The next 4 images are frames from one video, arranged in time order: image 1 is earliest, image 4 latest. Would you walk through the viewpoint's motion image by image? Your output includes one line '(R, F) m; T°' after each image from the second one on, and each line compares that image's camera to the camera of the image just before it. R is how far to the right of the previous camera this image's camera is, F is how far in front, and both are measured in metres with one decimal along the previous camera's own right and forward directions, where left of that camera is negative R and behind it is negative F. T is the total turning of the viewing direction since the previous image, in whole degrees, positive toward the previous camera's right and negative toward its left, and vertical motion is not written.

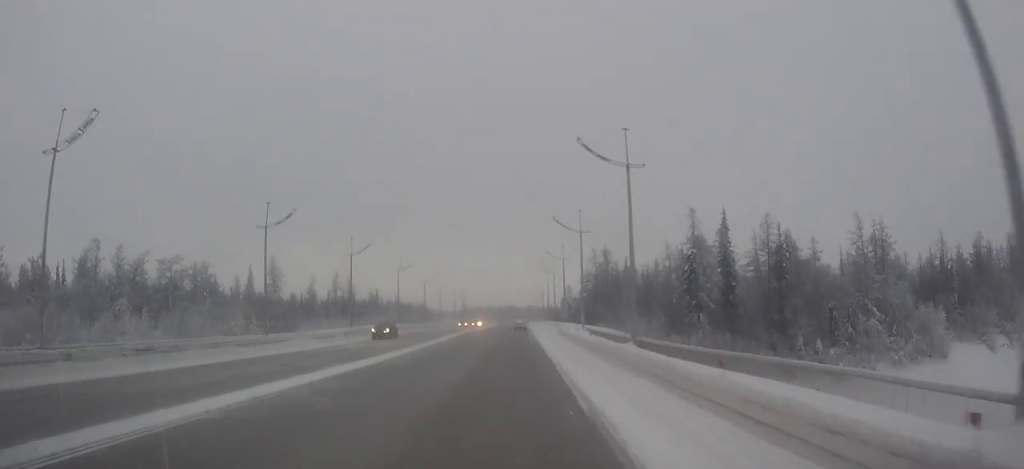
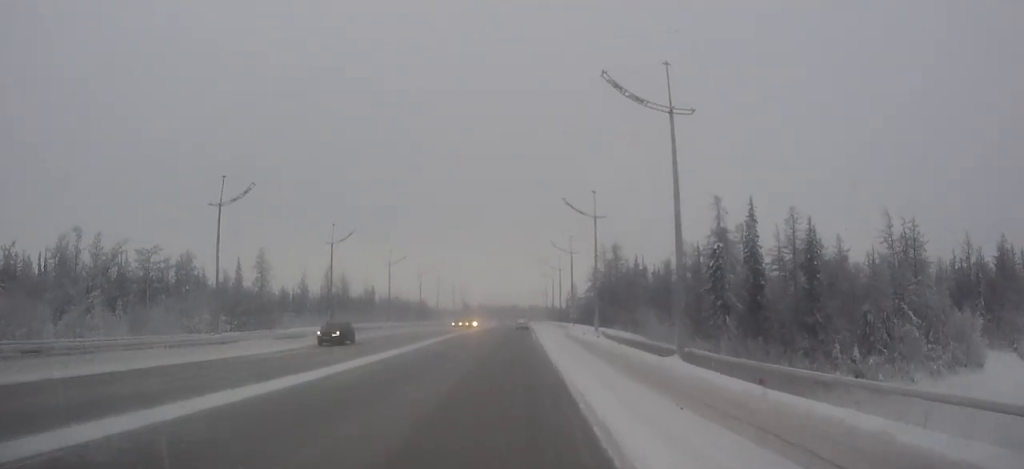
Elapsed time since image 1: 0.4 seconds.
(0.0, +8.4) m; 0°
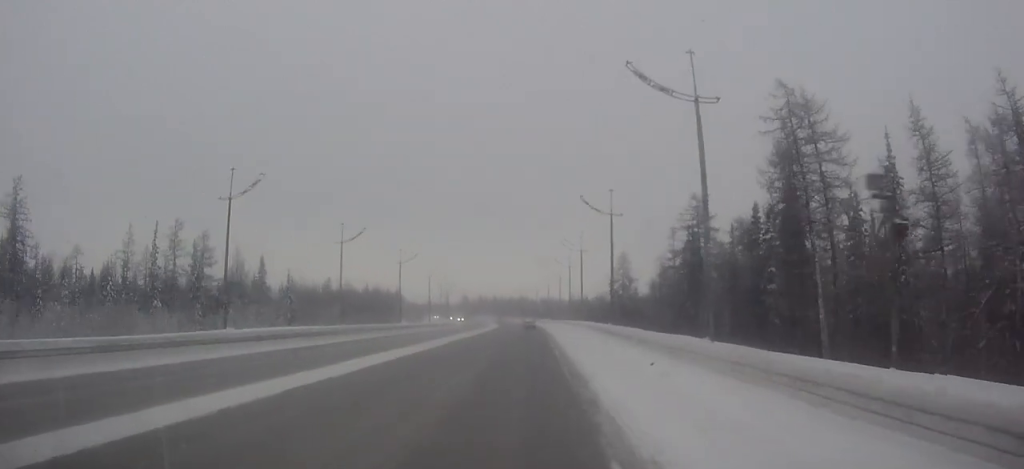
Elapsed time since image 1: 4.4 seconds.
(-0.5, +76.6) m; -1°
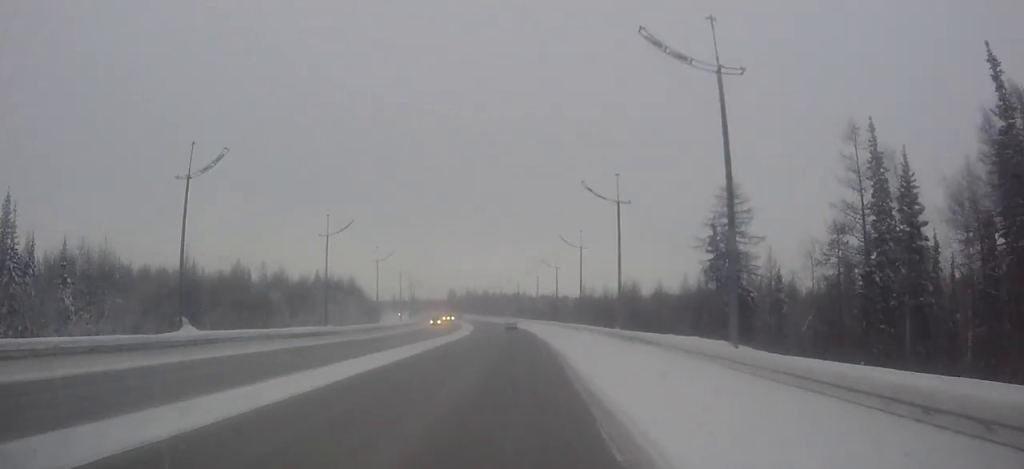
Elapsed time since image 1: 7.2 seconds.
(0.0, +55.2) m; 0°
